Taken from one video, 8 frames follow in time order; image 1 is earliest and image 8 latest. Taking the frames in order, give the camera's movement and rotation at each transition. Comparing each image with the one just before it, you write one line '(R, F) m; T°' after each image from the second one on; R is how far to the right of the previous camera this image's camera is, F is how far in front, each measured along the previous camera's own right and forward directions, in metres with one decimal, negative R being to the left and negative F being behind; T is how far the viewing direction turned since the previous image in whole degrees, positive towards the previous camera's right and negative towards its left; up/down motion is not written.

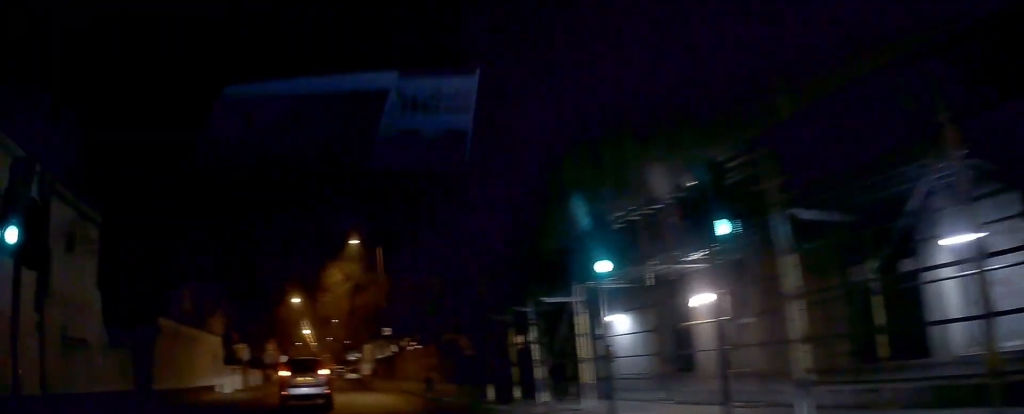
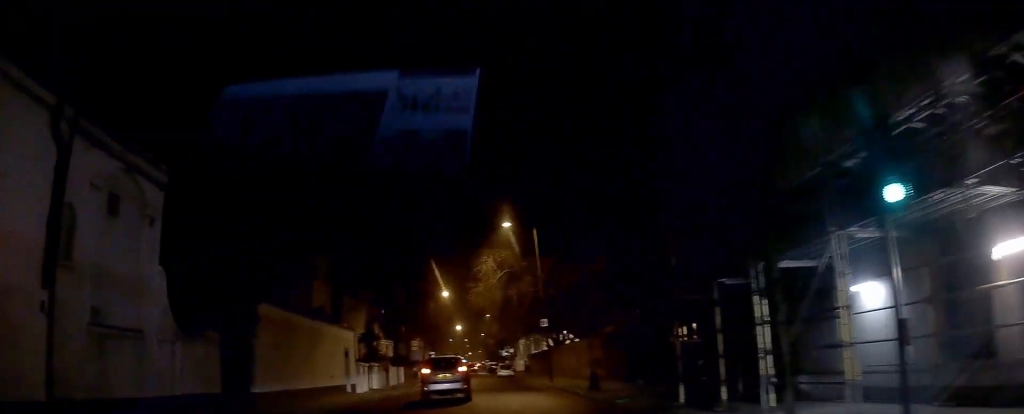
(-0.1, +2.8) m; -19°
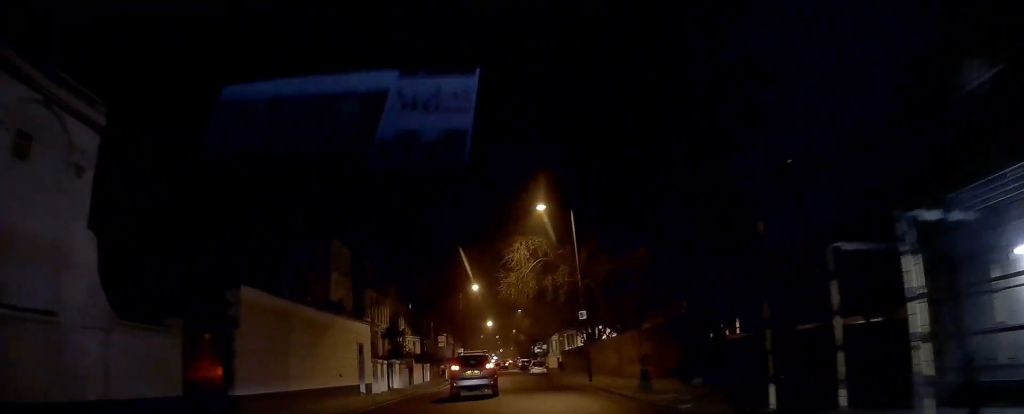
(-0.7, +2.7) m; -12°
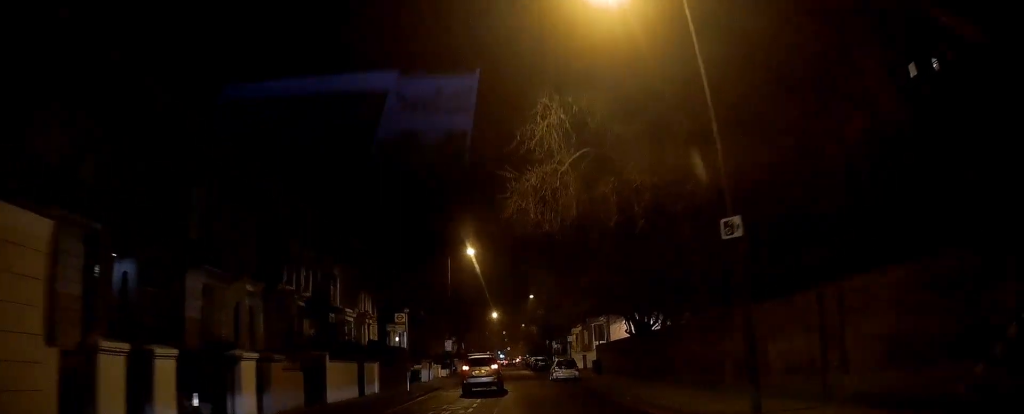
(-3.0, +18.5) m; -10°
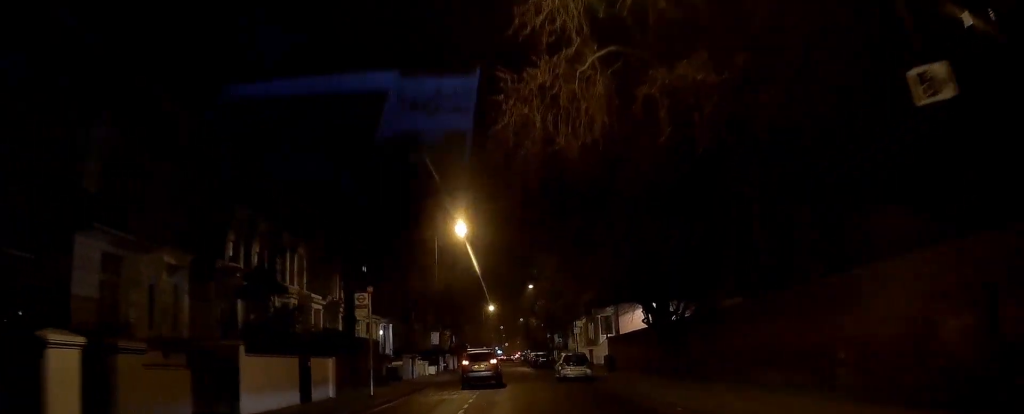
(-0.1, +6.5) m; -1°
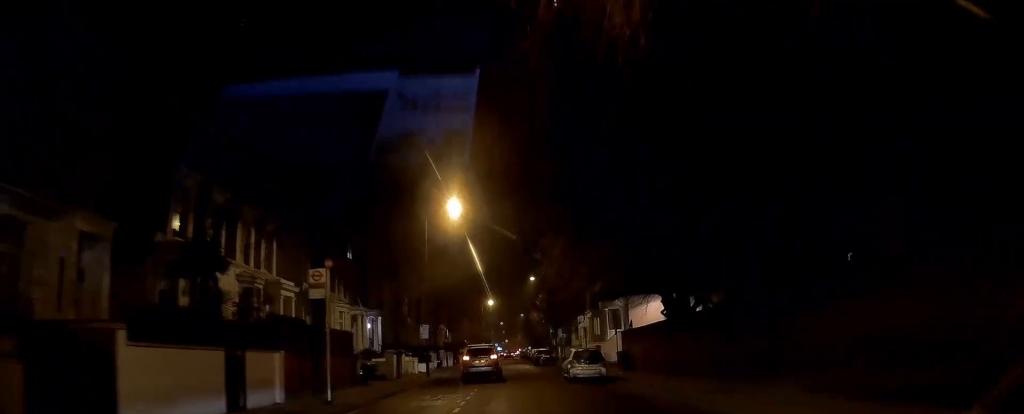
(0.0, +4.7) m; 0°
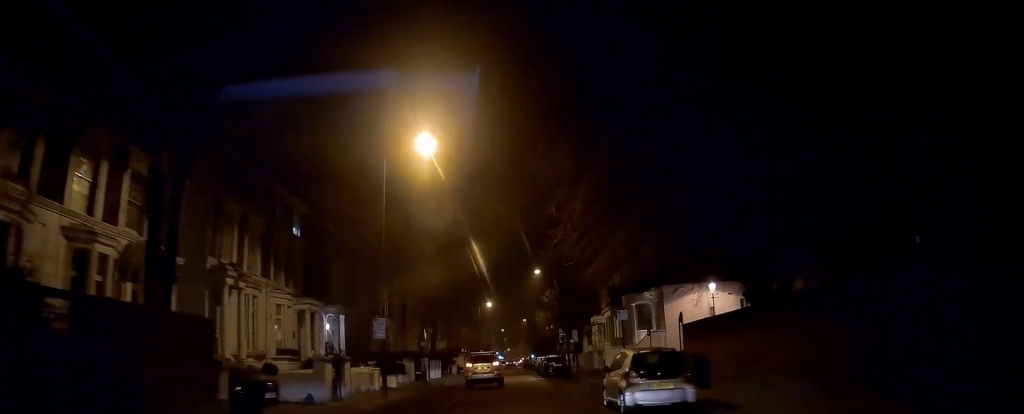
(0.0, +11.6) m; 0°
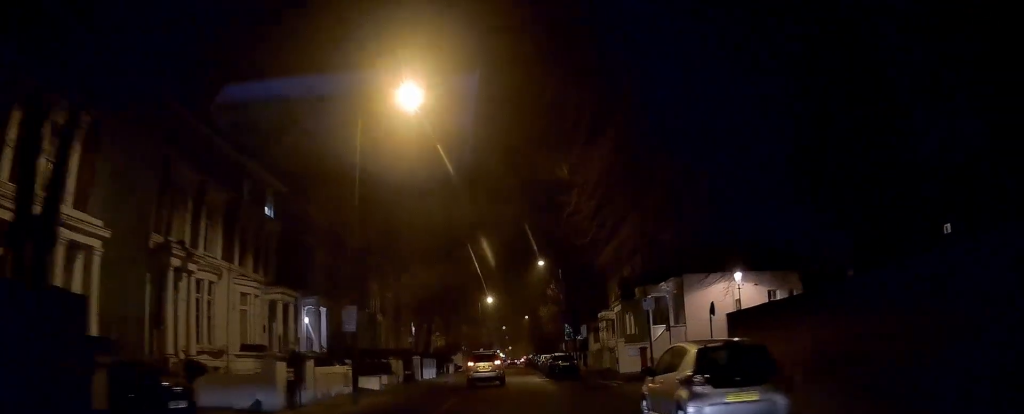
(0.0, +4.3) m; +1°
